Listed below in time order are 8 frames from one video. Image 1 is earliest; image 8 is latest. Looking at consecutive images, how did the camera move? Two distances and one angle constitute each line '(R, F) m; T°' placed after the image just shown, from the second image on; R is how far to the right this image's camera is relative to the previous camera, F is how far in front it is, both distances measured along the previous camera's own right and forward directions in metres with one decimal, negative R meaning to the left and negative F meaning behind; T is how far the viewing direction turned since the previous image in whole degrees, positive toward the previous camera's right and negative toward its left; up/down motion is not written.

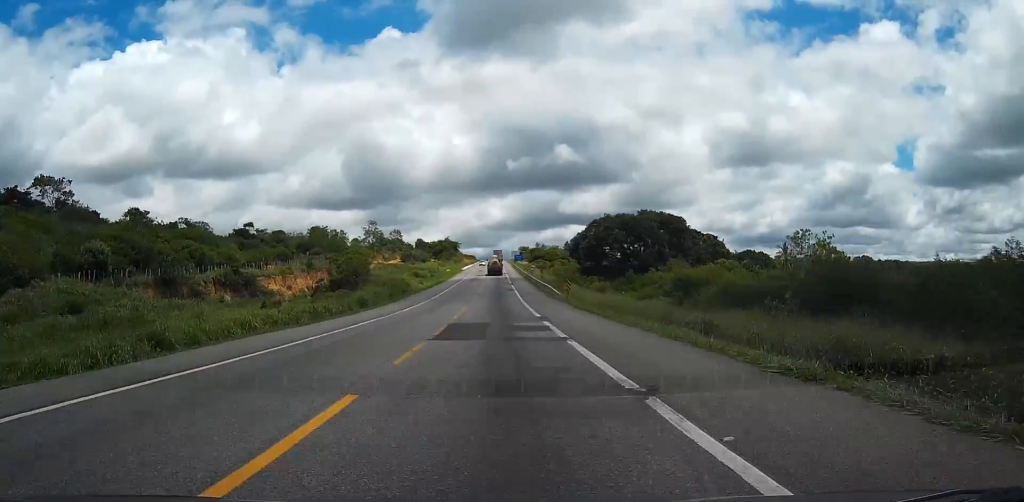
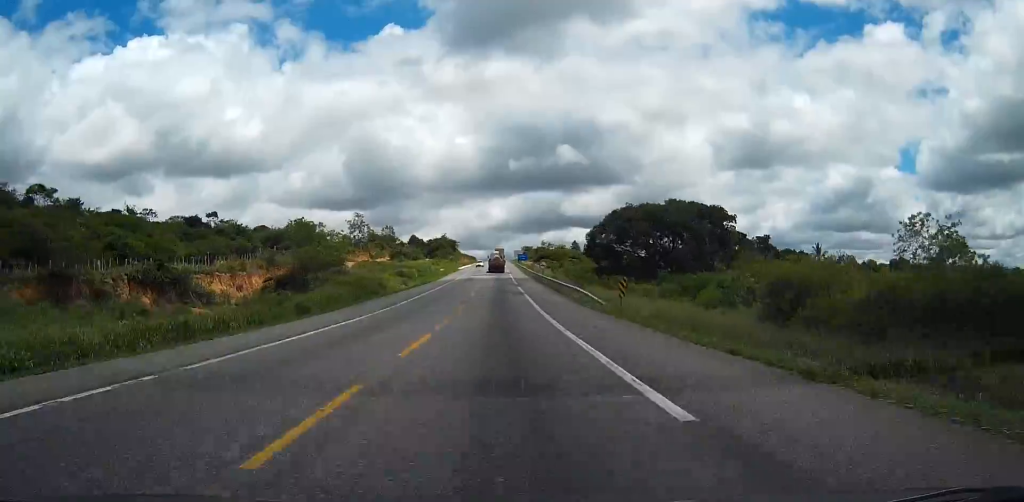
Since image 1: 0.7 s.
(0.0, +23.3) m; 0°
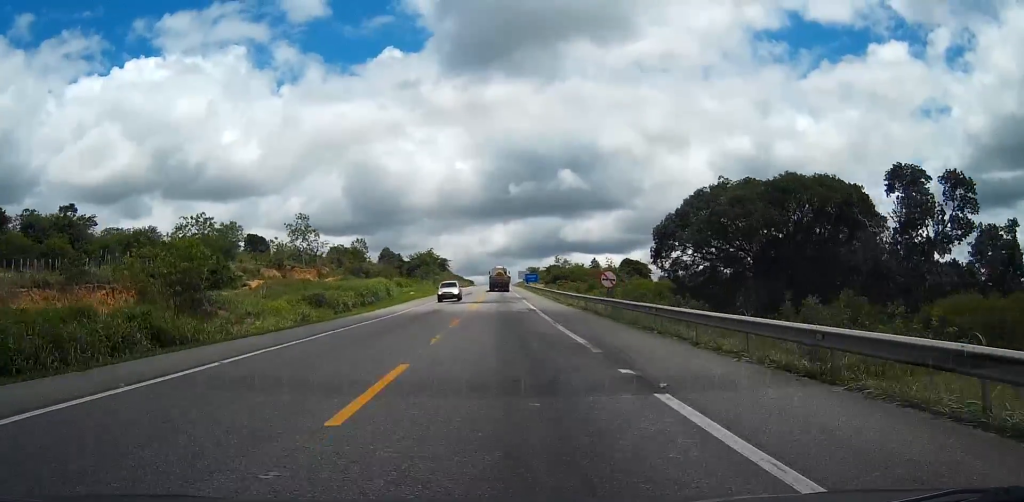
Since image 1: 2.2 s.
(-0.3, +52.9) m; -1°
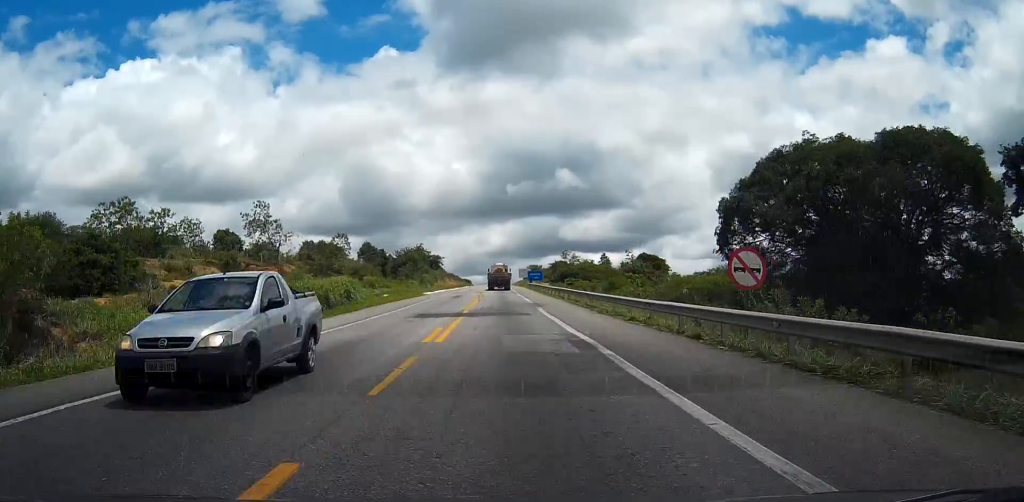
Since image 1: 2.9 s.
(-0.1, +21.5) m; 0°
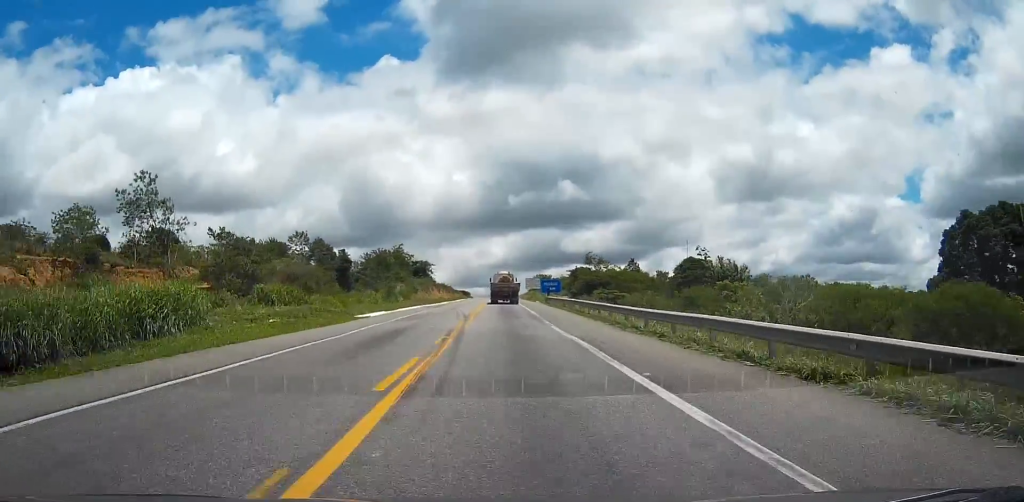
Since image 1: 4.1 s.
(0.0, +37.5) m; 0°
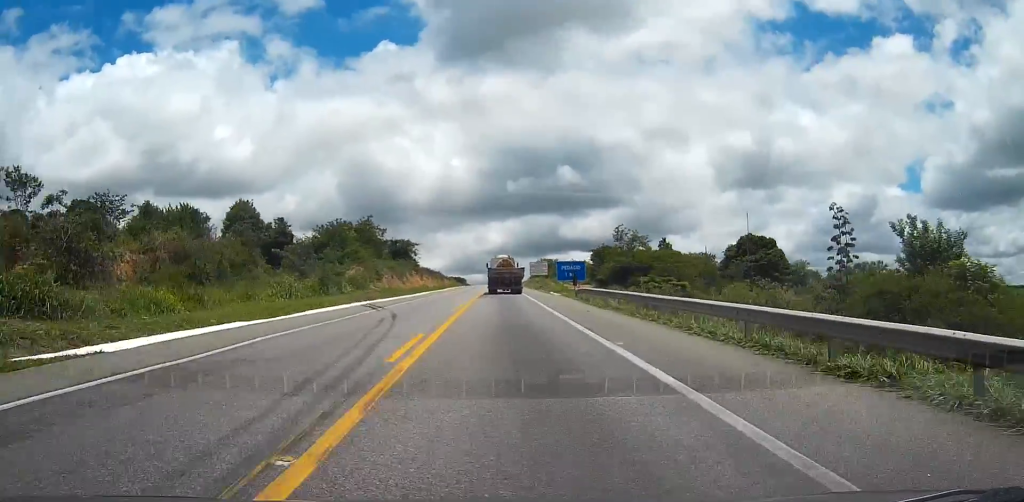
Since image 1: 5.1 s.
(+0.1, +29.6) m; 0°
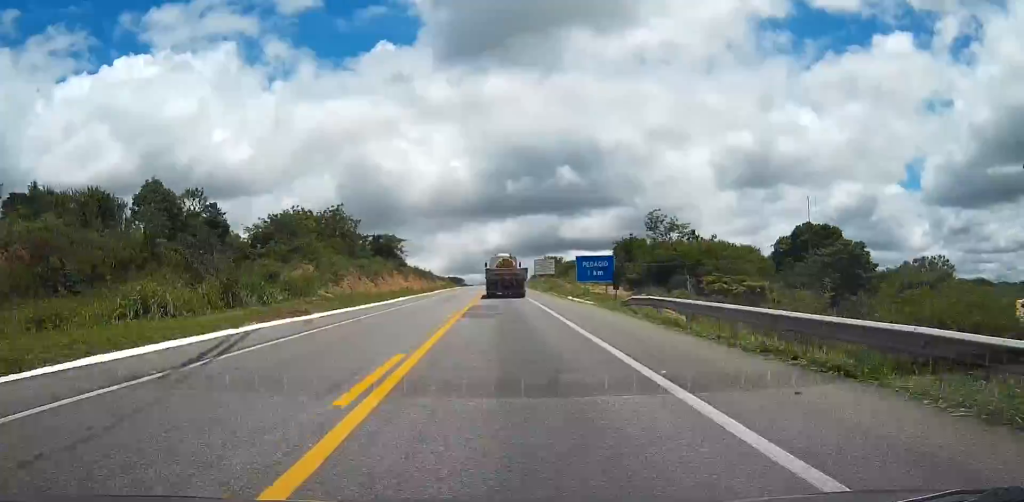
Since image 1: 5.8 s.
(0.0, +18.3) m; 0°
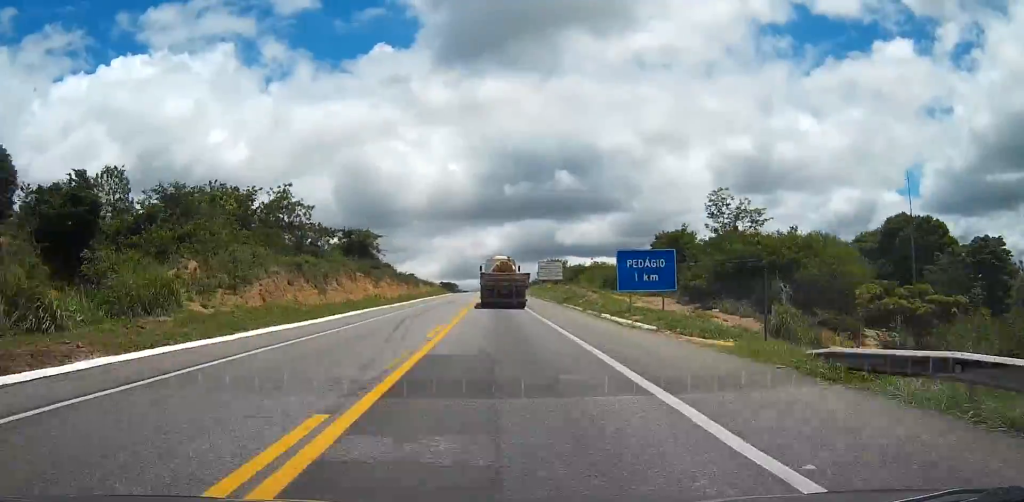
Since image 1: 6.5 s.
(+0.1, +19.9) m; 0°
